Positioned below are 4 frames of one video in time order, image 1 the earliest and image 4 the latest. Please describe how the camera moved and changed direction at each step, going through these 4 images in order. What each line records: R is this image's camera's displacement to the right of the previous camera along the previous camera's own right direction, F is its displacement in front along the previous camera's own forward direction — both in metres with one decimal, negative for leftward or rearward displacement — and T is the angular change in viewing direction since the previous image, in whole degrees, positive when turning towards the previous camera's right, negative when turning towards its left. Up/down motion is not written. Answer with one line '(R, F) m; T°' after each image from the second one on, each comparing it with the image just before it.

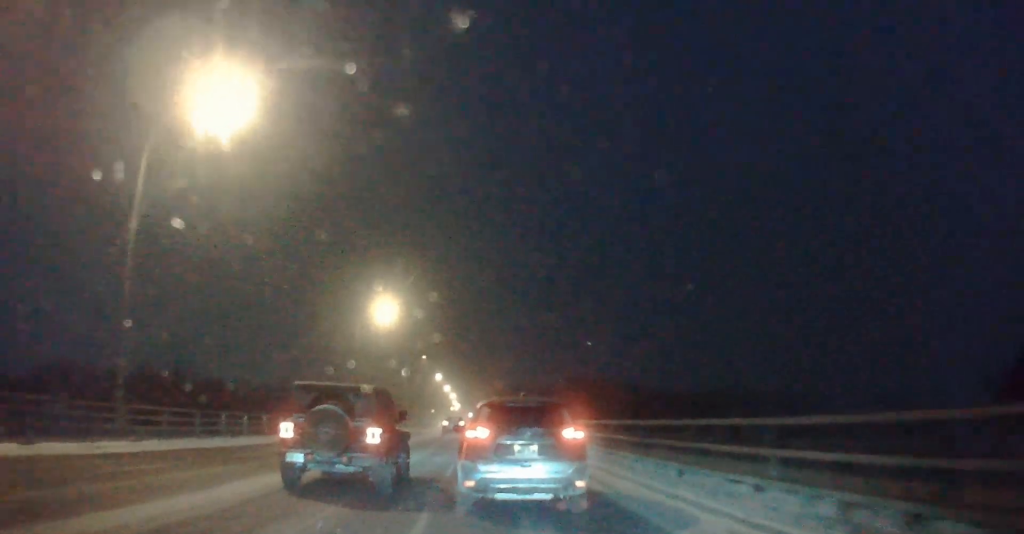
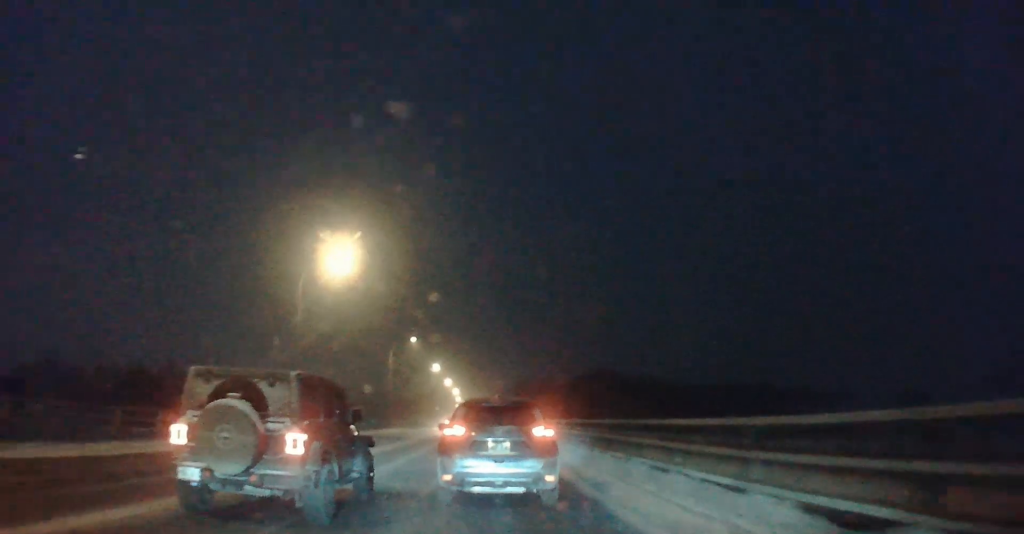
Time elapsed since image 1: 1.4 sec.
(+0.2, +21.5) m; -1°
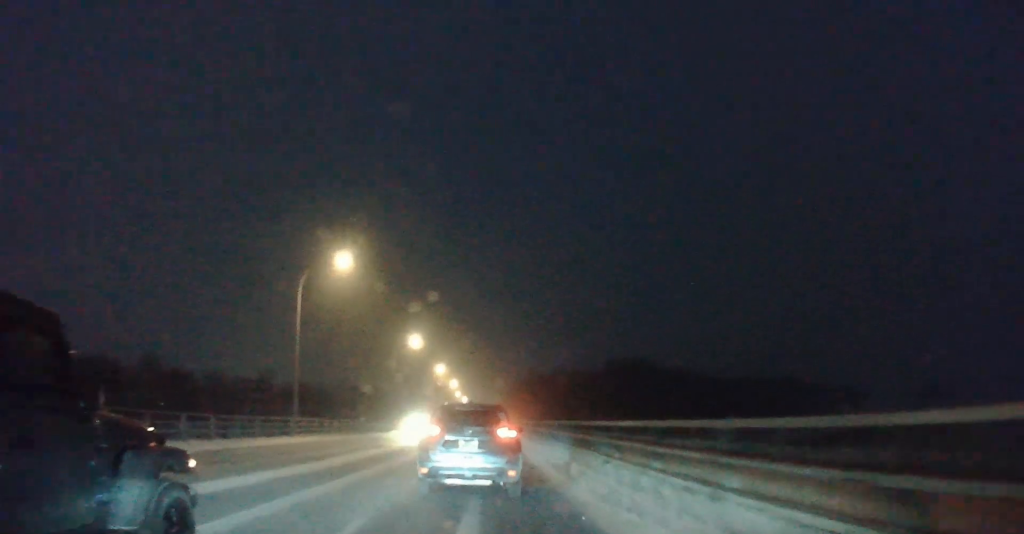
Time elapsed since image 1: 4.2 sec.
(-0.3, +42.4) m; 0°
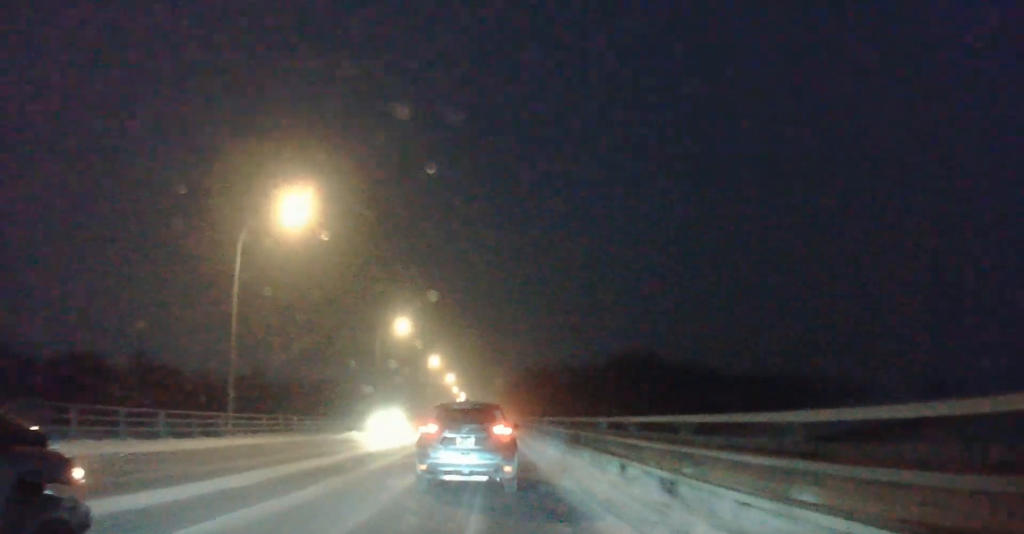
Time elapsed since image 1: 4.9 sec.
(0.0, +10.9) m; 0°
